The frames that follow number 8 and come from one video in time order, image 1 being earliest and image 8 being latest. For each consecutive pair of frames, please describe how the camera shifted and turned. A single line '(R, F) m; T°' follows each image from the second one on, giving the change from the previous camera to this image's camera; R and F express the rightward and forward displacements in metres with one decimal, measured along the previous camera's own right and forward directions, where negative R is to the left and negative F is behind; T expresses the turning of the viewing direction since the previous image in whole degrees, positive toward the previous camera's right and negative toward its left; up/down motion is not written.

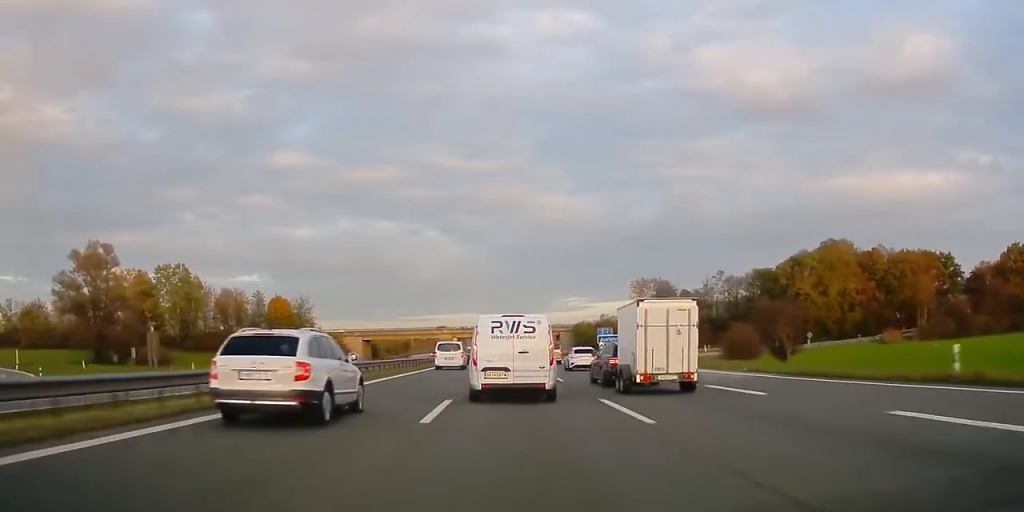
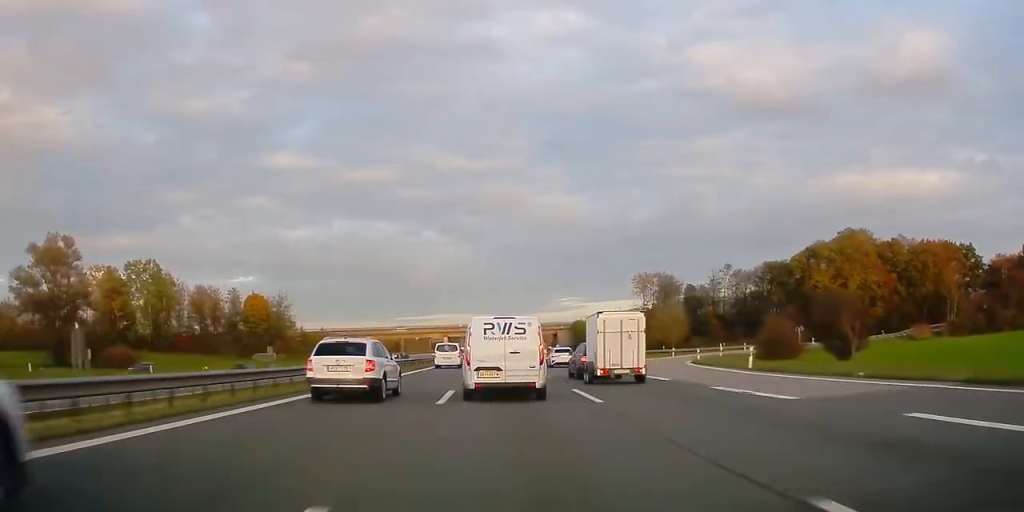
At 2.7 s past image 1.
(-0.4, +14.0) m; 0°
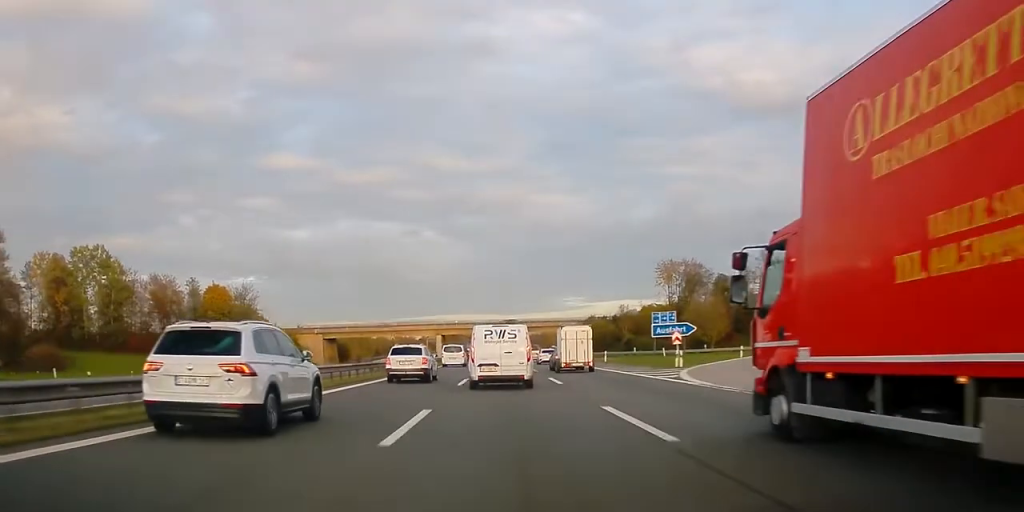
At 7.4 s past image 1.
(+0.5, +29.3) m; 0°
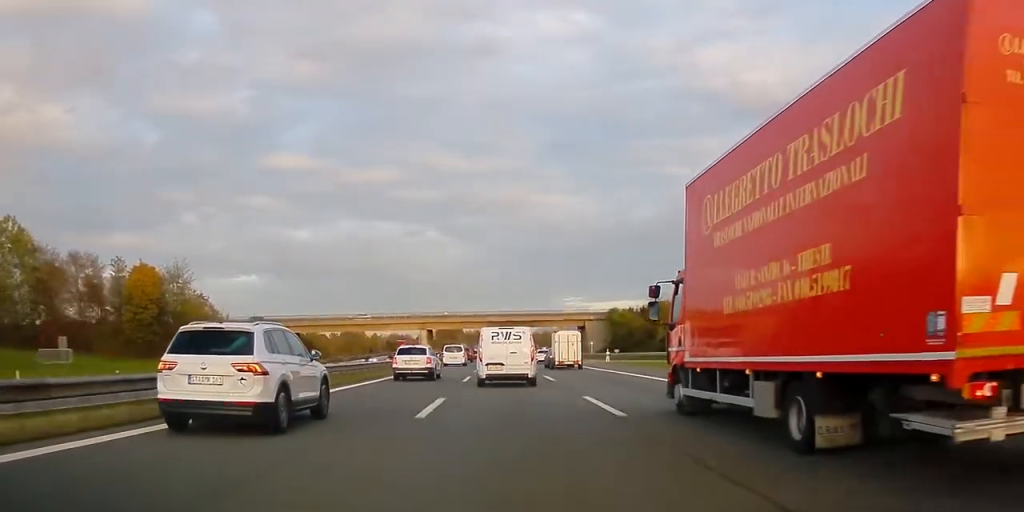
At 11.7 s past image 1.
(-0.2, +31.2) m; -1°
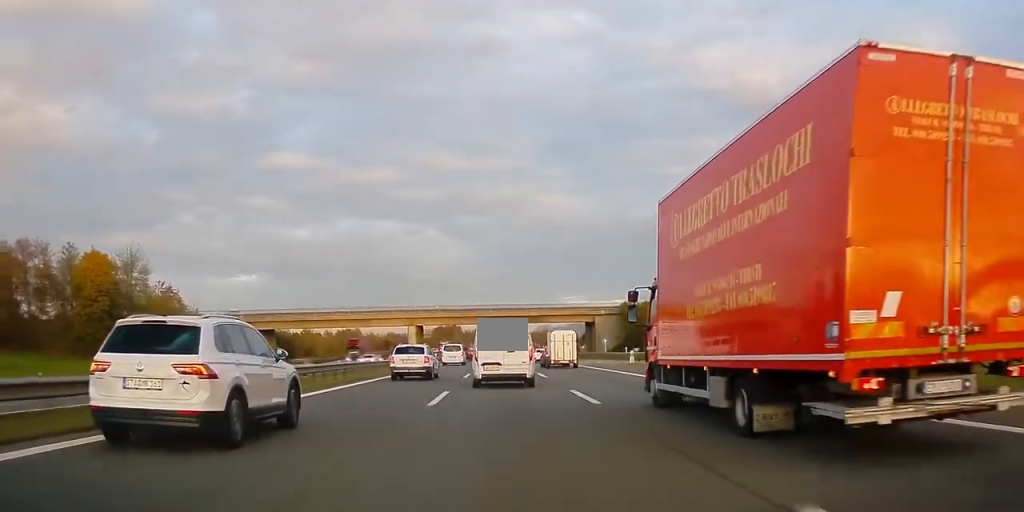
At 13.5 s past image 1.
(0.0, +13.7) m; 0°
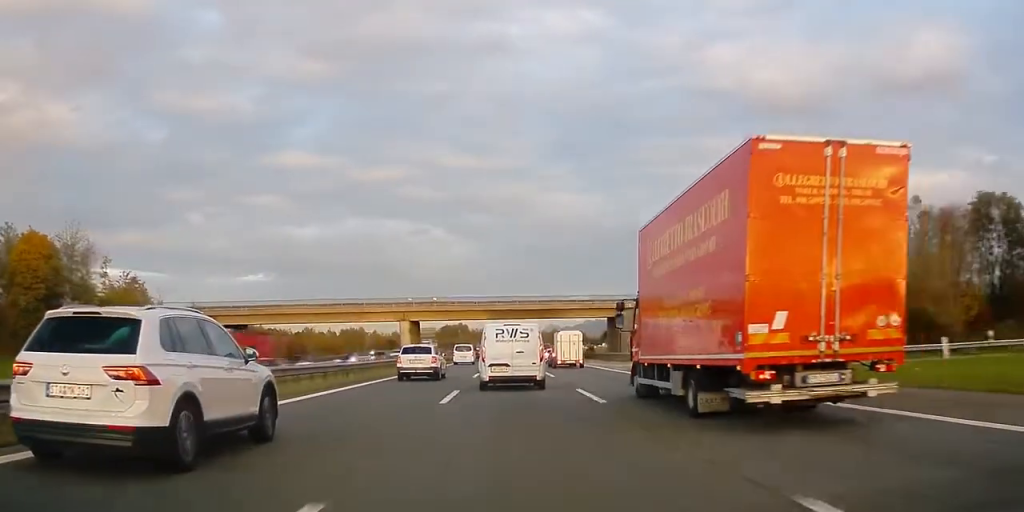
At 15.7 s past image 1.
(-0.2, +16.9) m; 0°
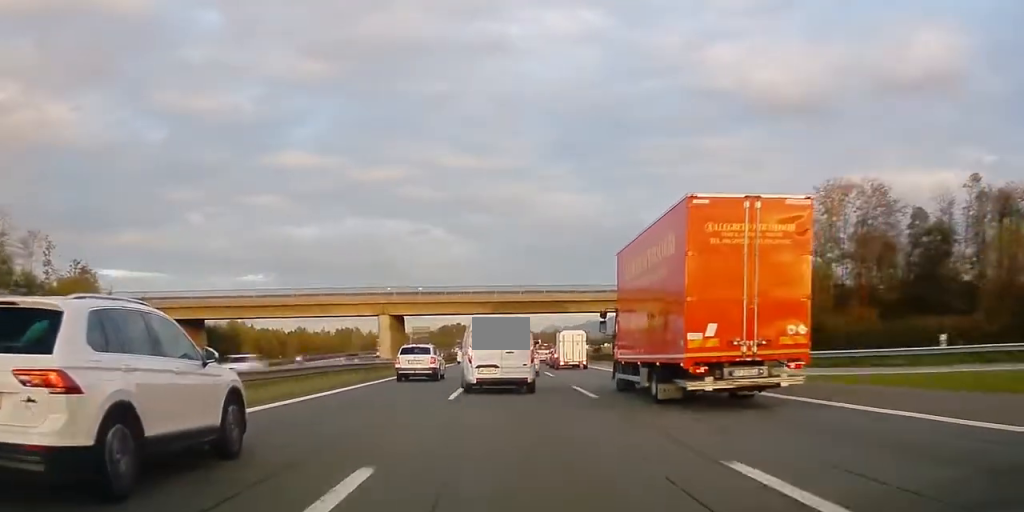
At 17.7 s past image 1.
(+0.1, +15.7) m; 0°
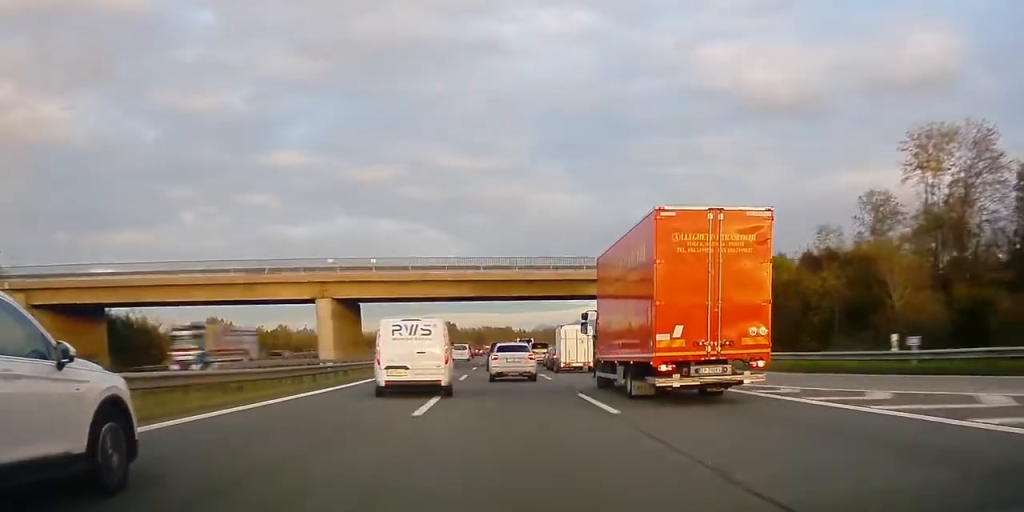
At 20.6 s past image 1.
(+0.1, +21.9) m; 0°
